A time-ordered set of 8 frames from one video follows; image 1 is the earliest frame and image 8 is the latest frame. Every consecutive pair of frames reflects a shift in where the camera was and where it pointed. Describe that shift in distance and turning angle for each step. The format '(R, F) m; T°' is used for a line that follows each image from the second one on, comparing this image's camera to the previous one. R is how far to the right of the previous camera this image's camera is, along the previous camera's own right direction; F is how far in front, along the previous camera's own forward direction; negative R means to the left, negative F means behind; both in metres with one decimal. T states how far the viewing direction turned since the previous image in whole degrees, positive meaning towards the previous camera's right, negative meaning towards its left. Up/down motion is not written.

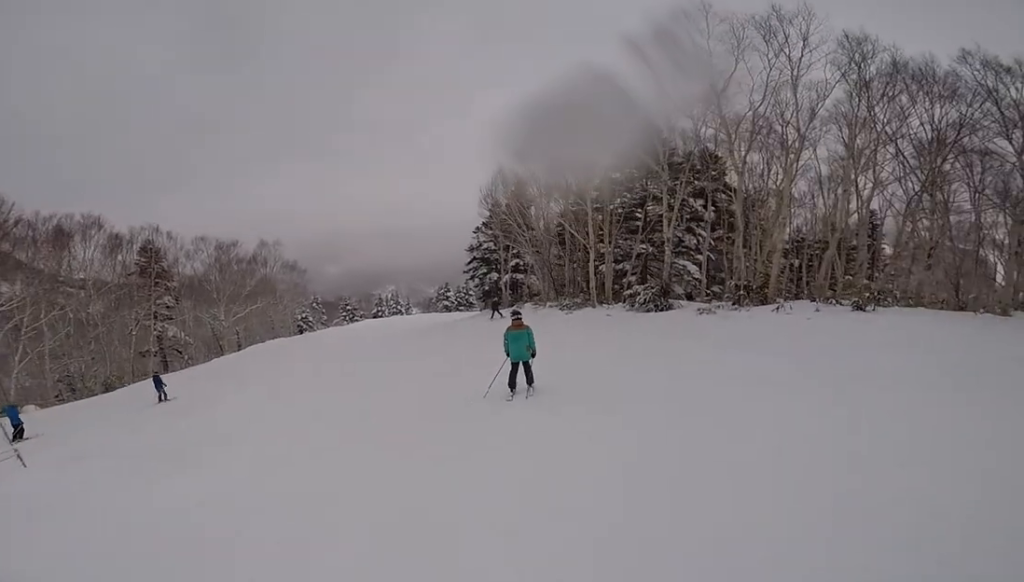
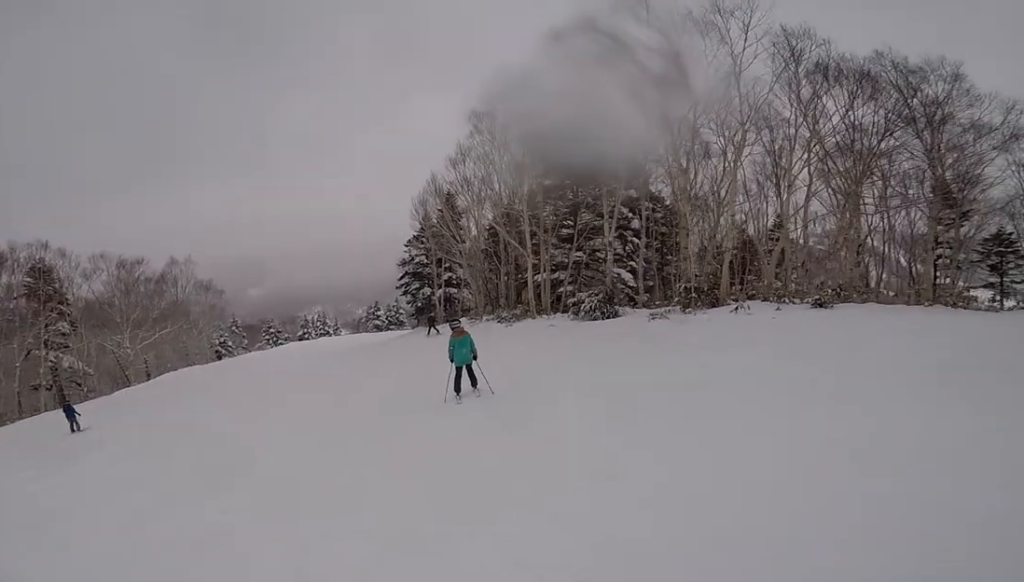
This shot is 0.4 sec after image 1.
(+0.2, +1.7) m; +7°
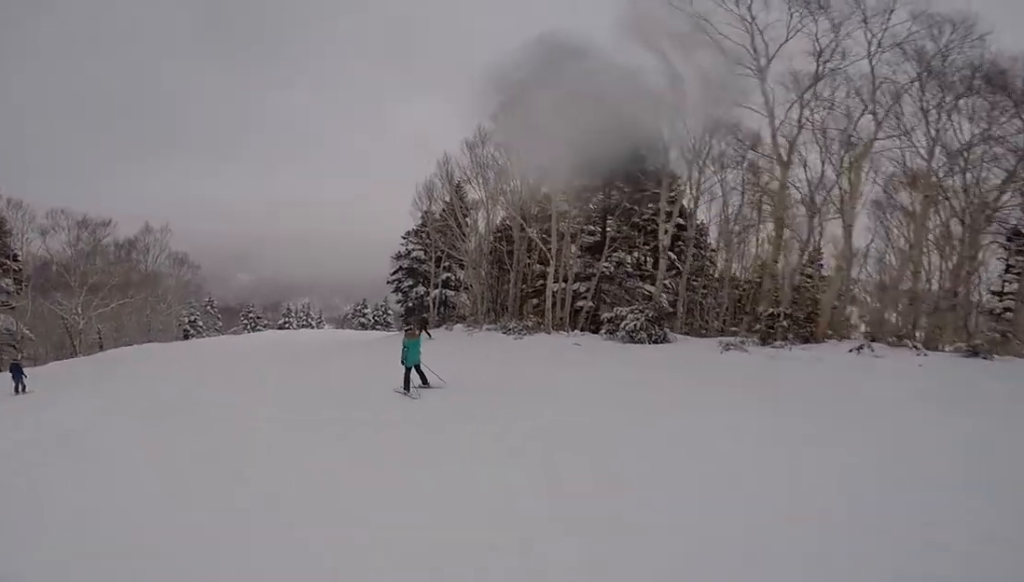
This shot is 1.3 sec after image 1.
(+0.9, +4.0) m; -4°
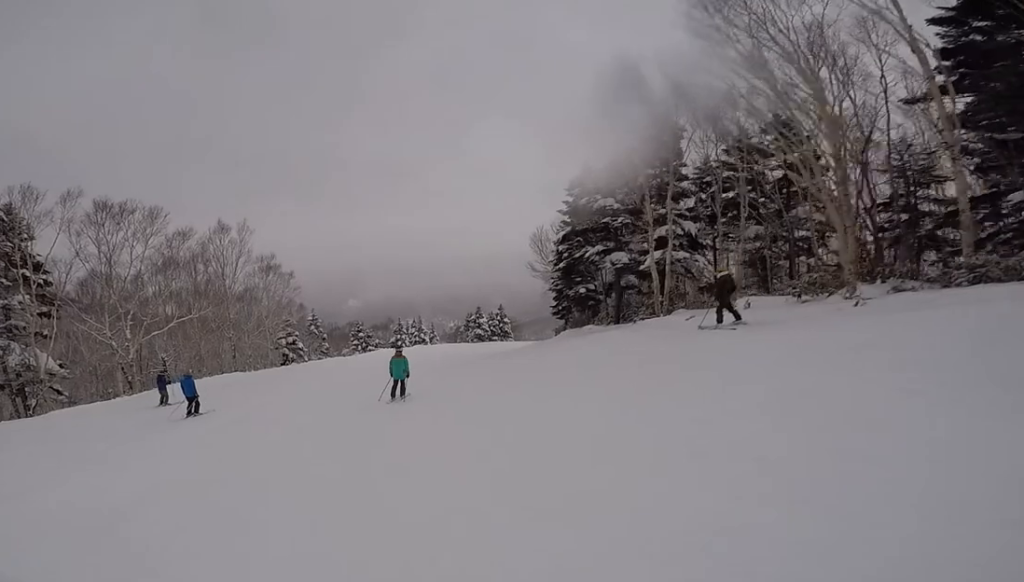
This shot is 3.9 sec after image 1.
(-6.3, +14.2) m; -25°
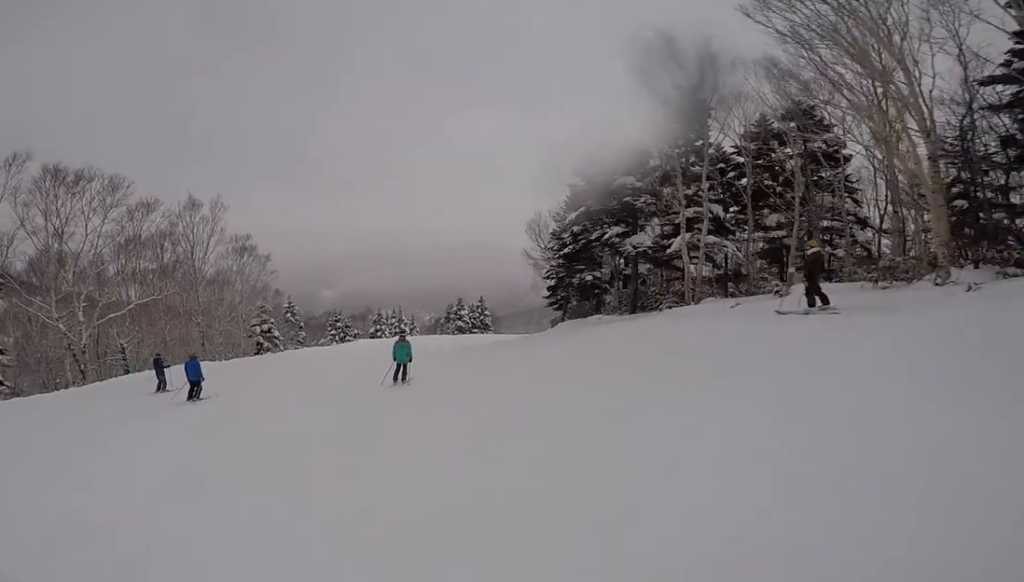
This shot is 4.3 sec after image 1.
(+0.3, +2.8) m; +2°
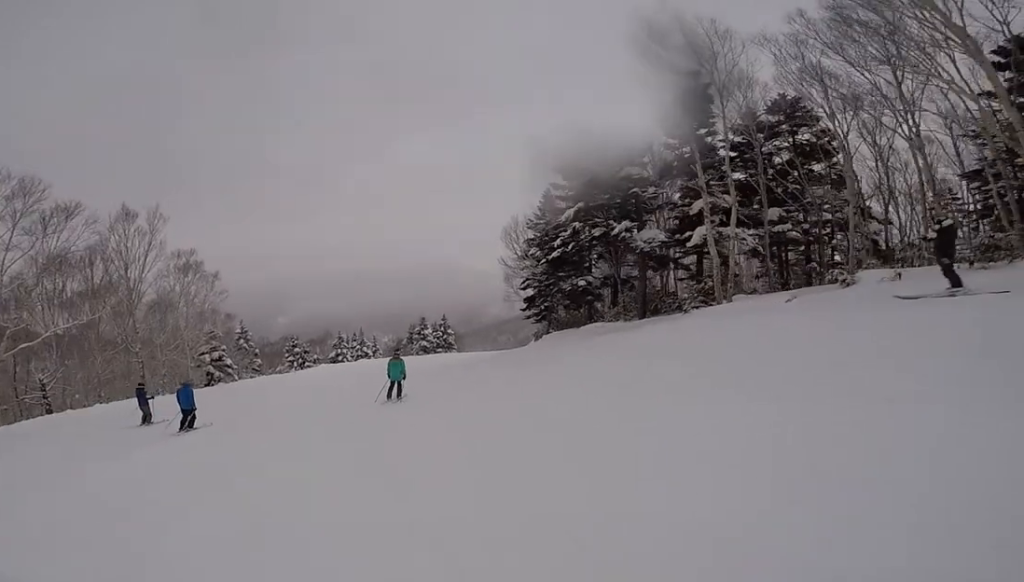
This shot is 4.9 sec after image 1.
(-0.8, +3.5) m; +5°
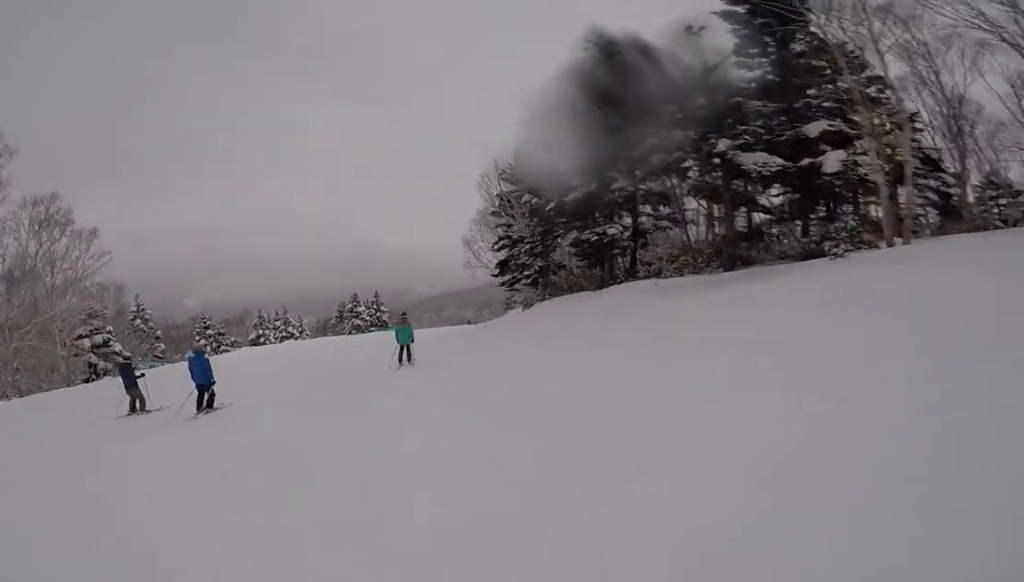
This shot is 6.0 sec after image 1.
(+1.5, +6.4) m; +16°
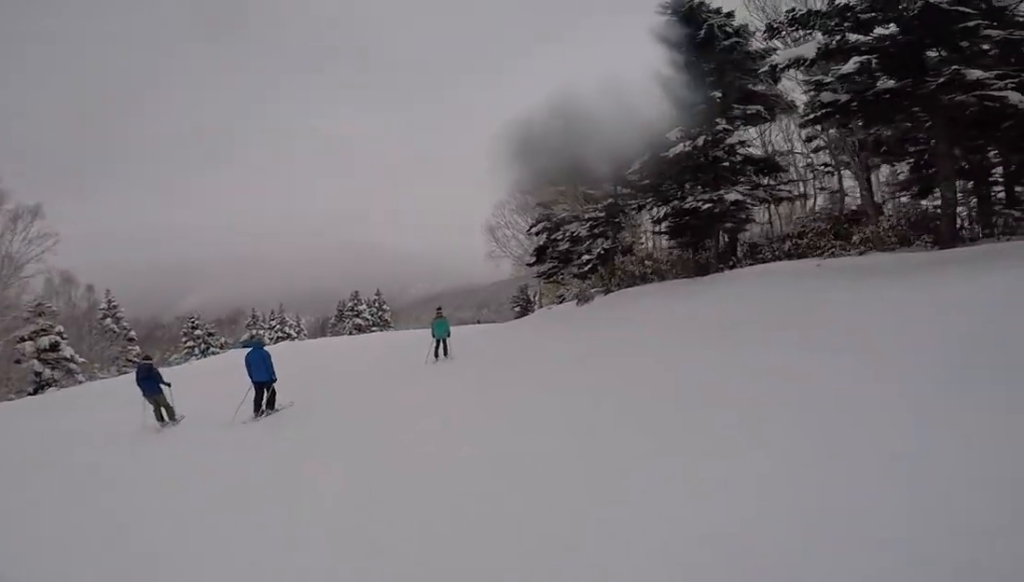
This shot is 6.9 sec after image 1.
(-0.1, +5.1) m; +6°
